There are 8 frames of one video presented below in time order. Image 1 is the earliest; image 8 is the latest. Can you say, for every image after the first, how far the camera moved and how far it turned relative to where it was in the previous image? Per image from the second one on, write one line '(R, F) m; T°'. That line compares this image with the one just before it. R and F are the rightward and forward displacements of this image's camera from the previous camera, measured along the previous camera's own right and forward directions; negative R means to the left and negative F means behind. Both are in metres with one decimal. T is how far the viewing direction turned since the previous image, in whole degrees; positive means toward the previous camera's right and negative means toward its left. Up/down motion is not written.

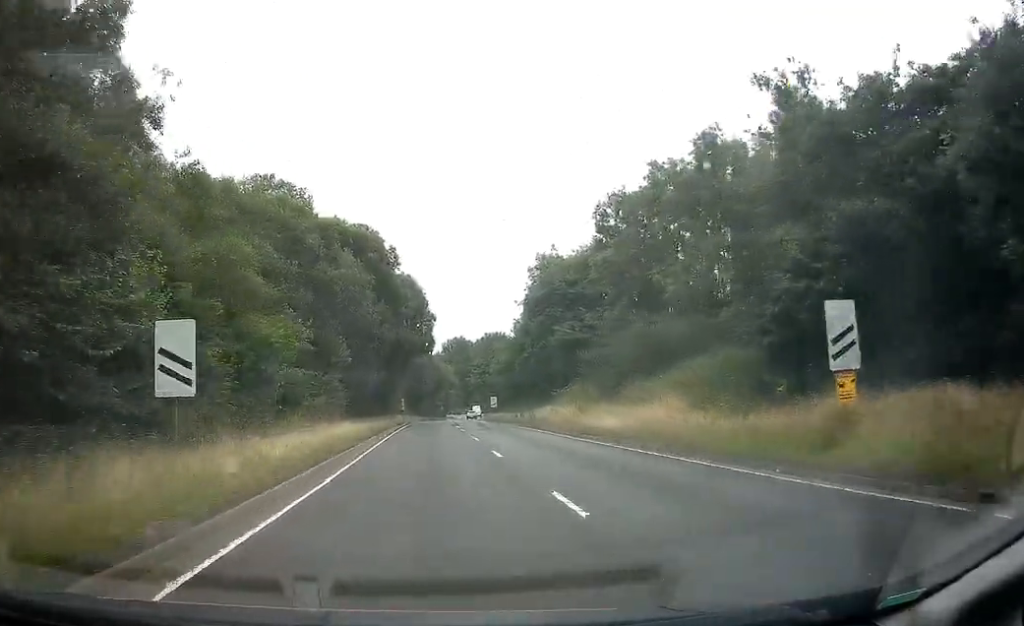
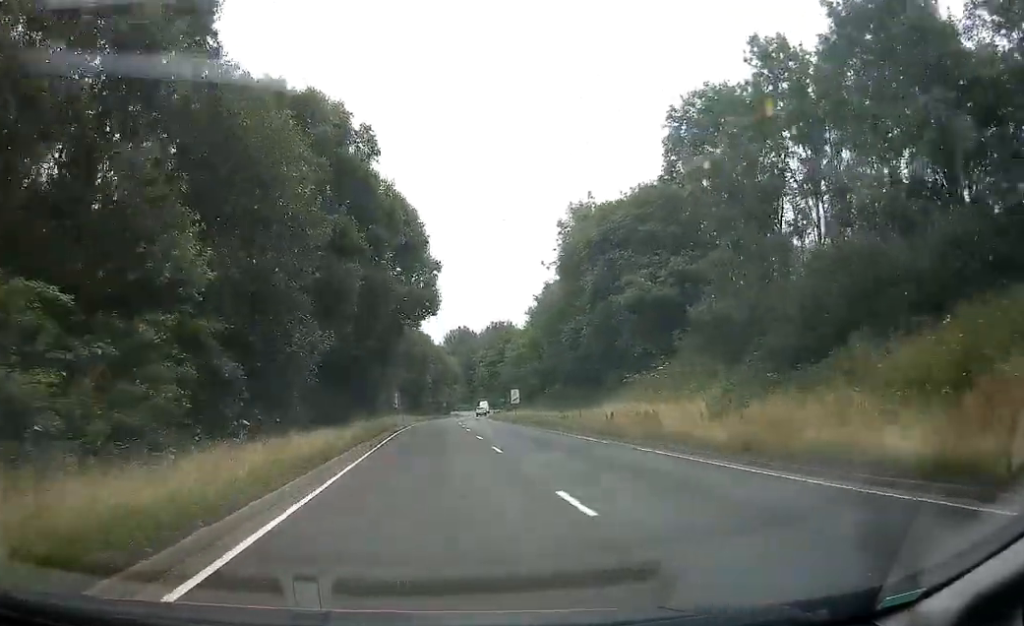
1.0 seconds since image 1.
(+0.1, +17.8) m; 0°
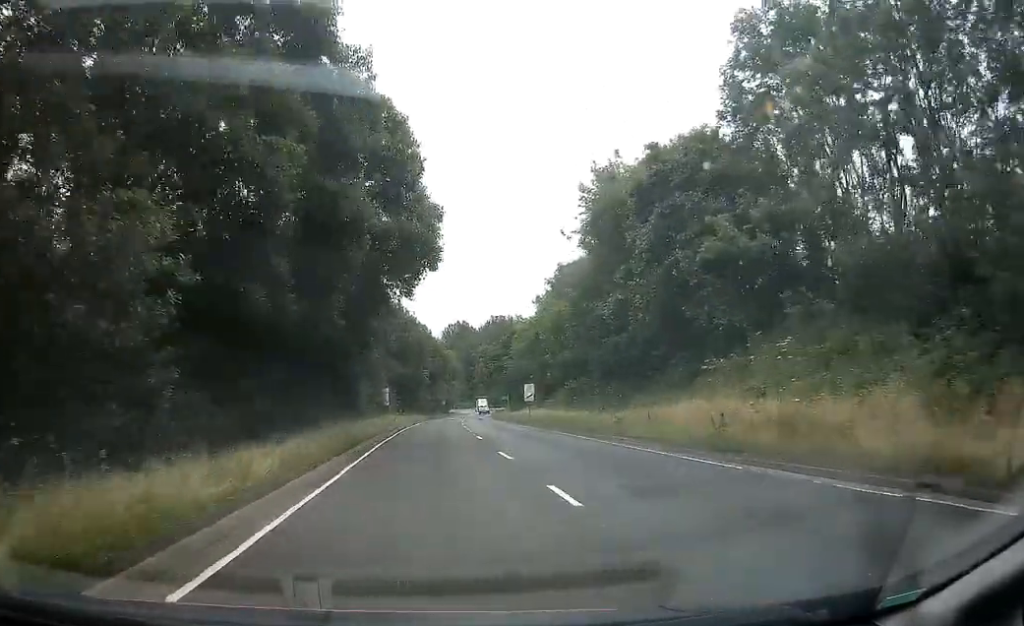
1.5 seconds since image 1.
(+0.2, +9.6) m; 0°
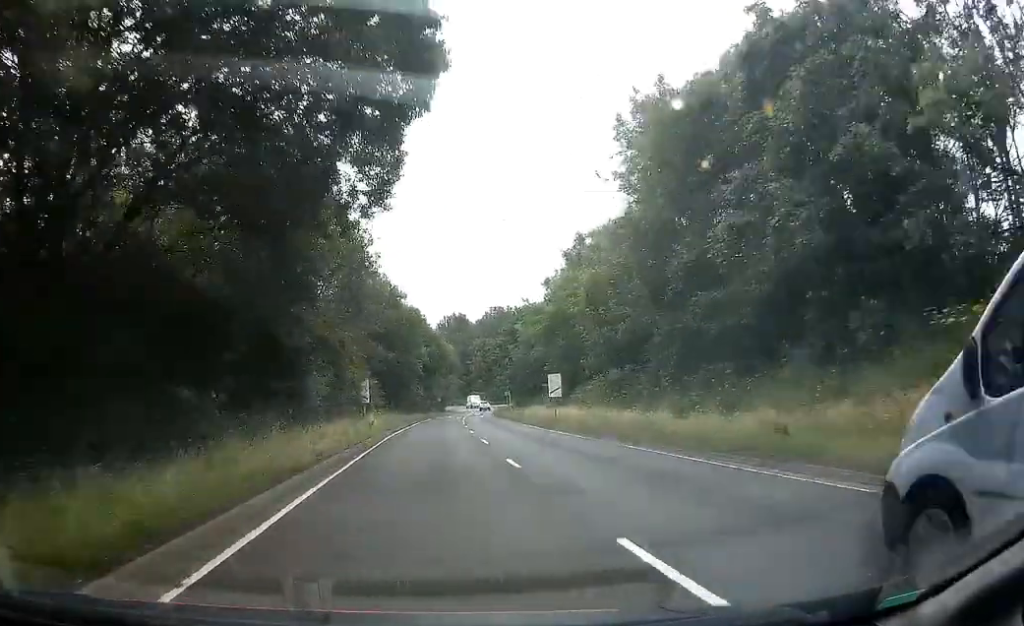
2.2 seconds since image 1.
(-0.2, +11.8) m; 0°
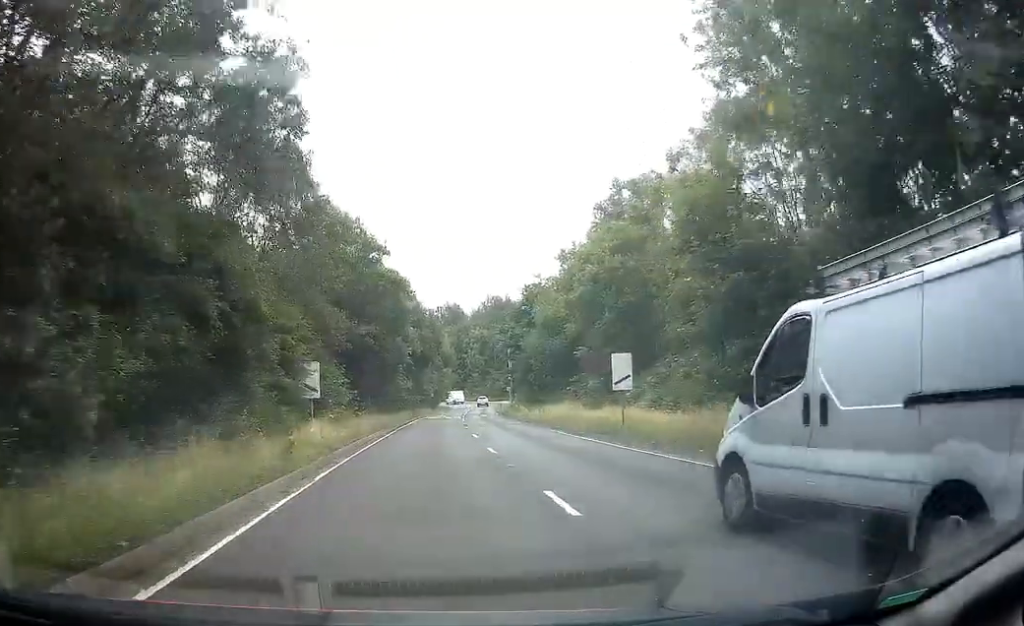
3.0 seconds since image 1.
(0.0, +13.8) m; +1°
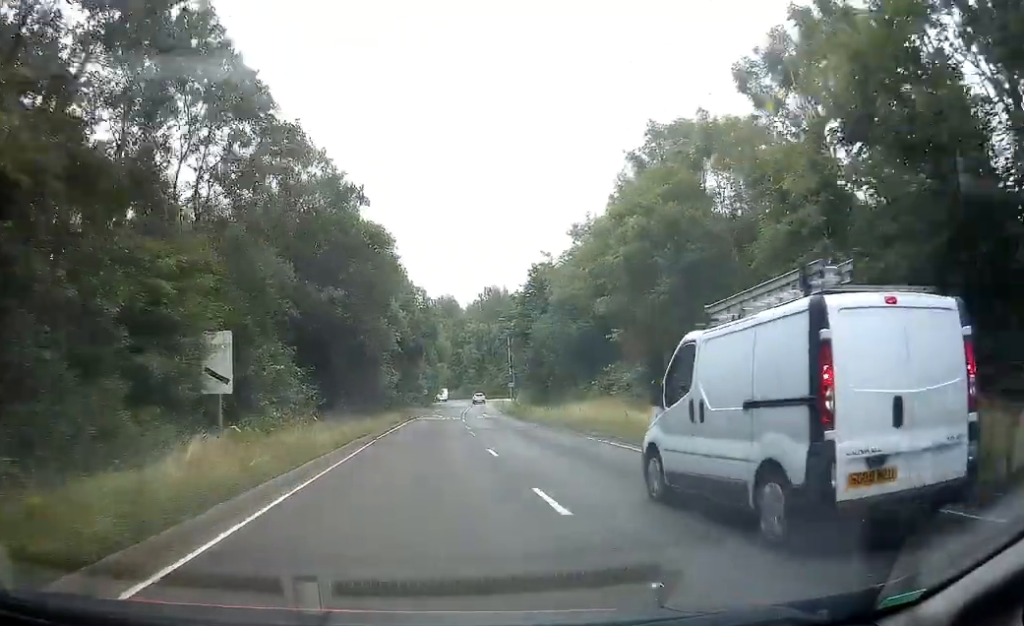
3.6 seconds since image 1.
(+0.3, +9.6) m; +1°
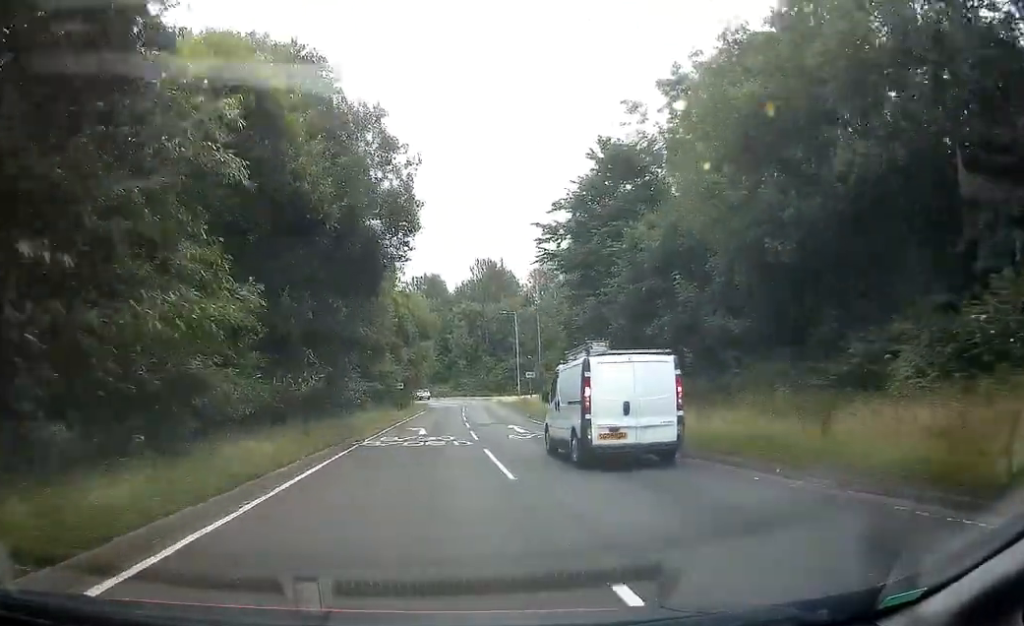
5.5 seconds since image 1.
(-0.5, +29.7) m; -1°
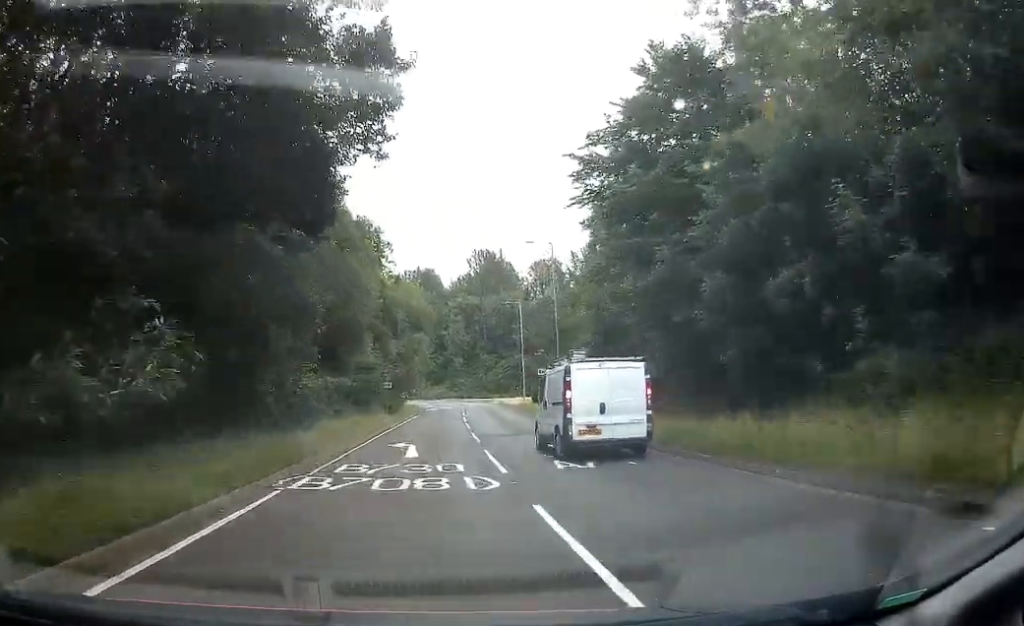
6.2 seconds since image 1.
(+0.1, +9.5) m; 0°
